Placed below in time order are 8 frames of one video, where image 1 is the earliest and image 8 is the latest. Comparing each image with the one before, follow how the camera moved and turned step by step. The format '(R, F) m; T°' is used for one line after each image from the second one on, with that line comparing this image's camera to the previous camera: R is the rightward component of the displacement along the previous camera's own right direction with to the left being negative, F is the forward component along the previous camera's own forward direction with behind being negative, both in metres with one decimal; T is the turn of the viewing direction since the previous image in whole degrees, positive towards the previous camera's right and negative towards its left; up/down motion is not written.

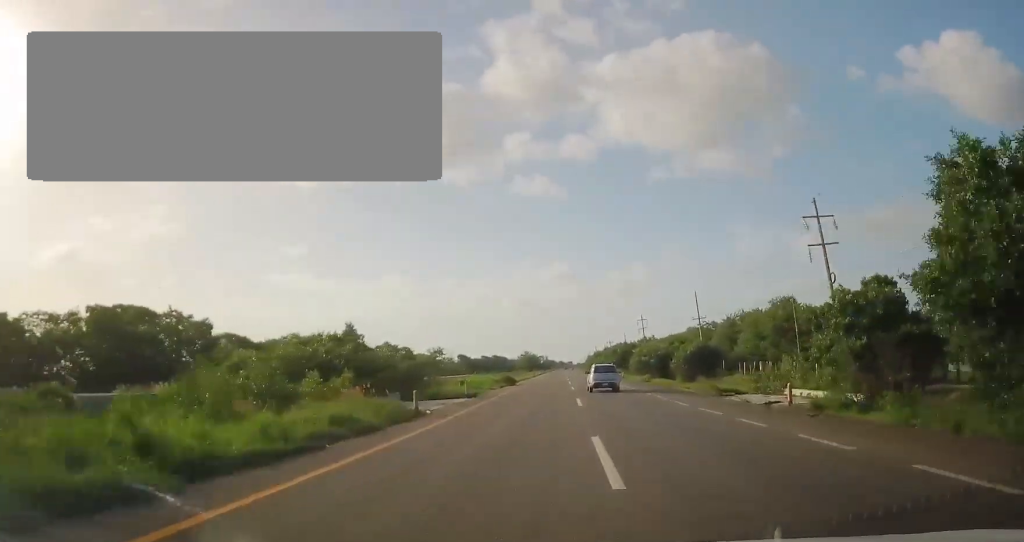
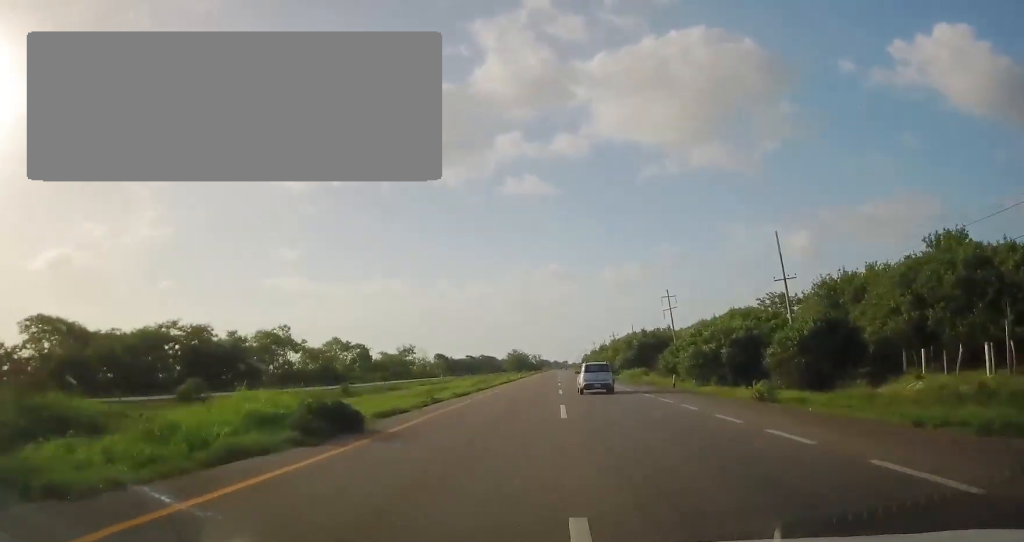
(+0.5, +35.8) m; 0°
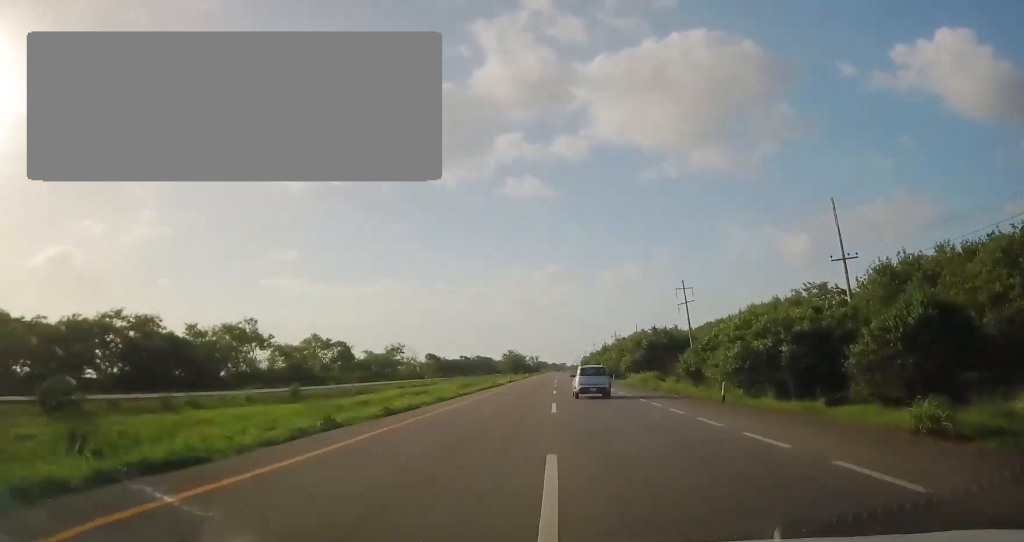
(-0.2, +11.3) m; 0°
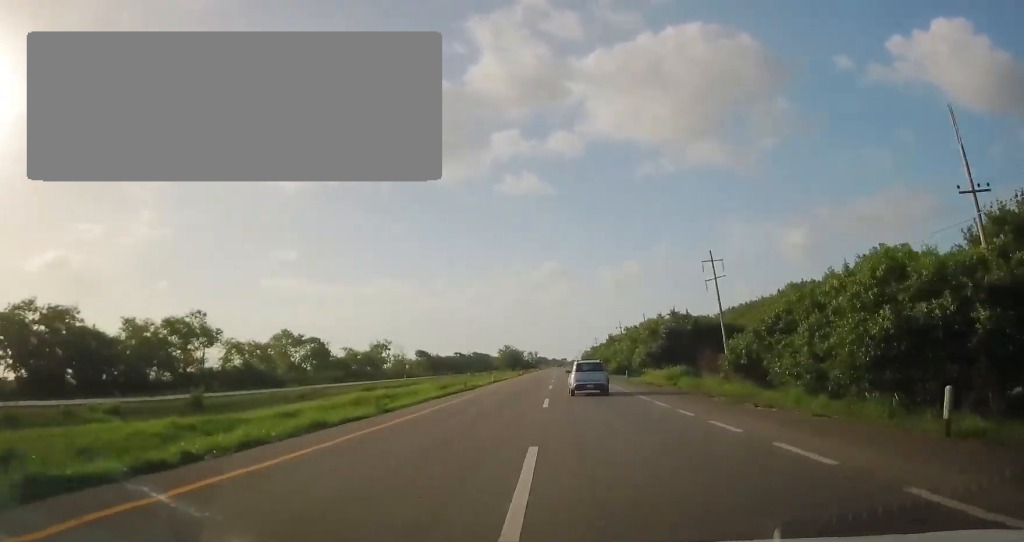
(-0.1, +14.3) m; 0°
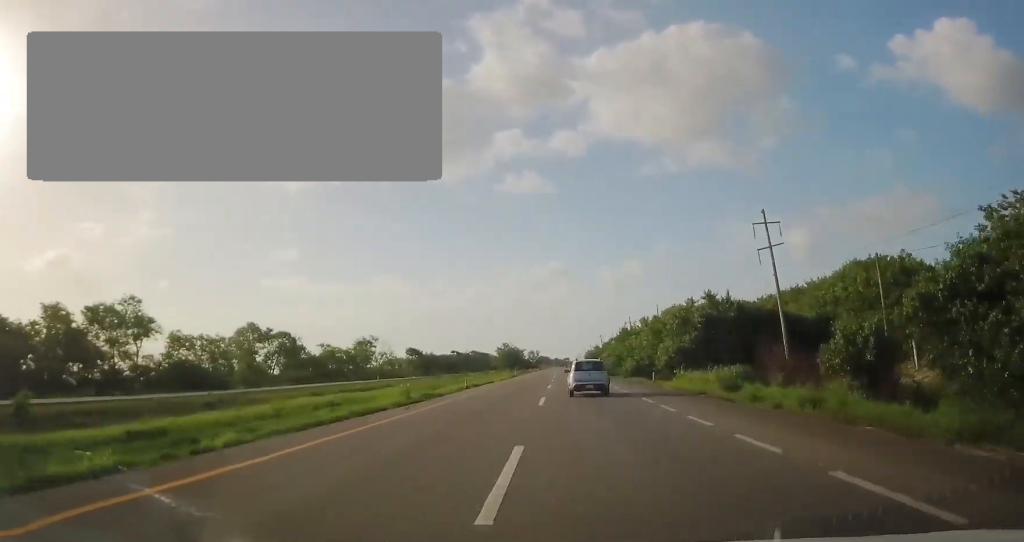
(+0.3, +14.6) m; +1°
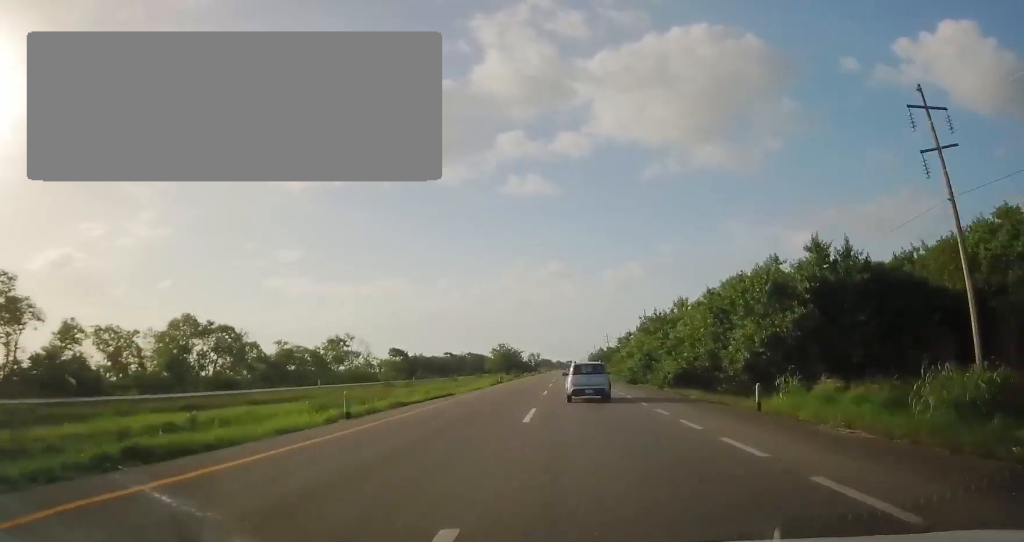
(+0.1, +19.9) m; 0°
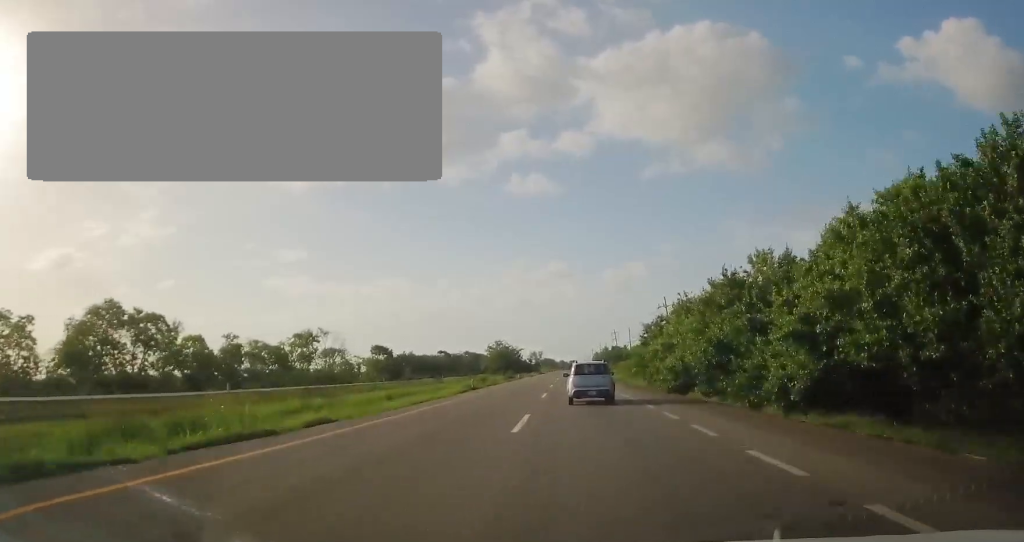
(0.0, +17.7) m; -1°
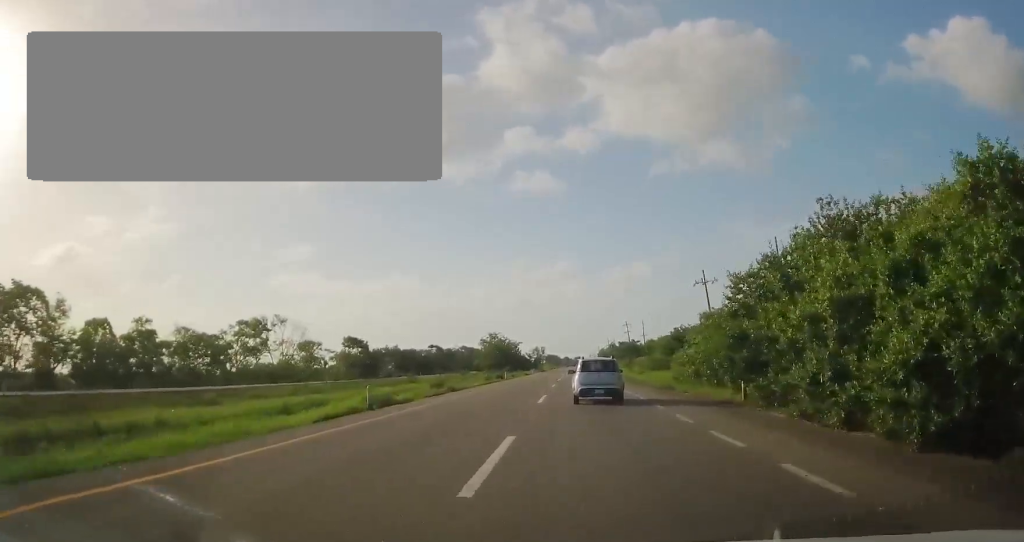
(-0.3, +21.4) m; -1°
